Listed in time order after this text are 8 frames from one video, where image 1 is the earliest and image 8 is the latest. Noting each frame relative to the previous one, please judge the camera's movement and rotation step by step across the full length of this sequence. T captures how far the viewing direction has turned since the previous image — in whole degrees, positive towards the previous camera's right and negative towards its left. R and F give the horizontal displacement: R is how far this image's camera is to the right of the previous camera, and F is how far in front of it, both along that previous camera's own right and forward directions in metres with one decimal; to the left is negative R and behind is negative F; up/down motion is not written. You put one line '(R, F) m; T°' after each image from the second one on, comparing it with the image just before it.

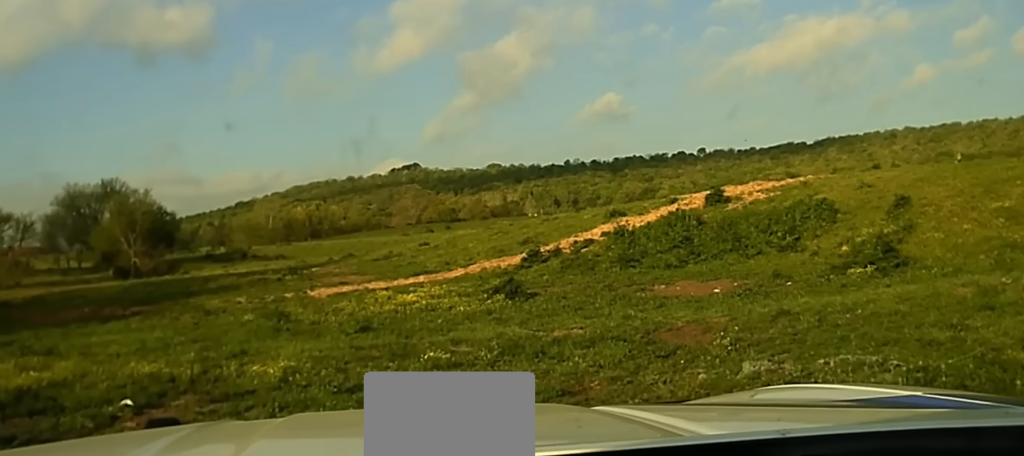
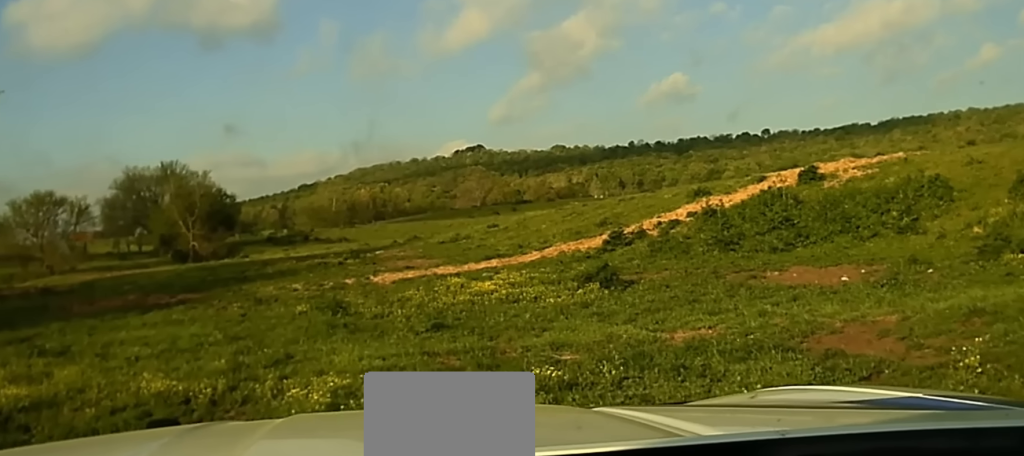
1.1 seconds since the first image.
(0.0, +2.5) m; -5°
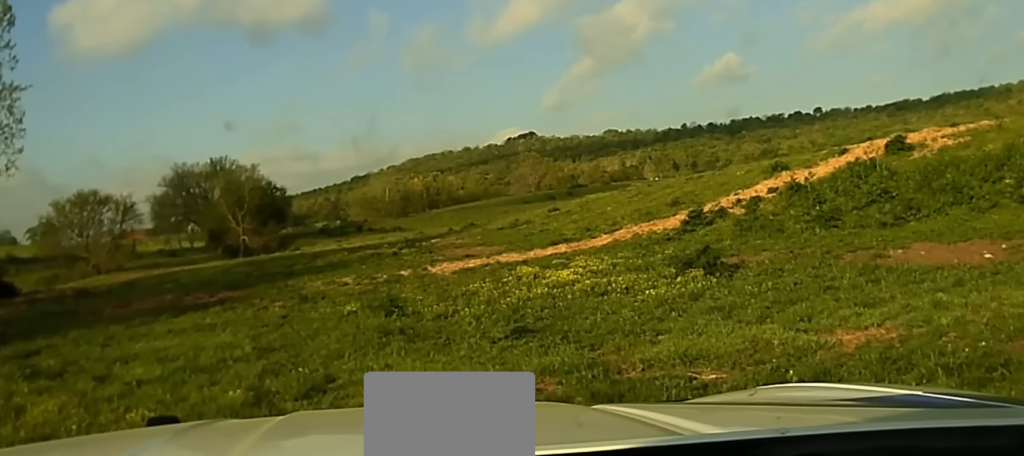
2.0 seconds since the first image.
(-0.1, +2.5) m; -8°
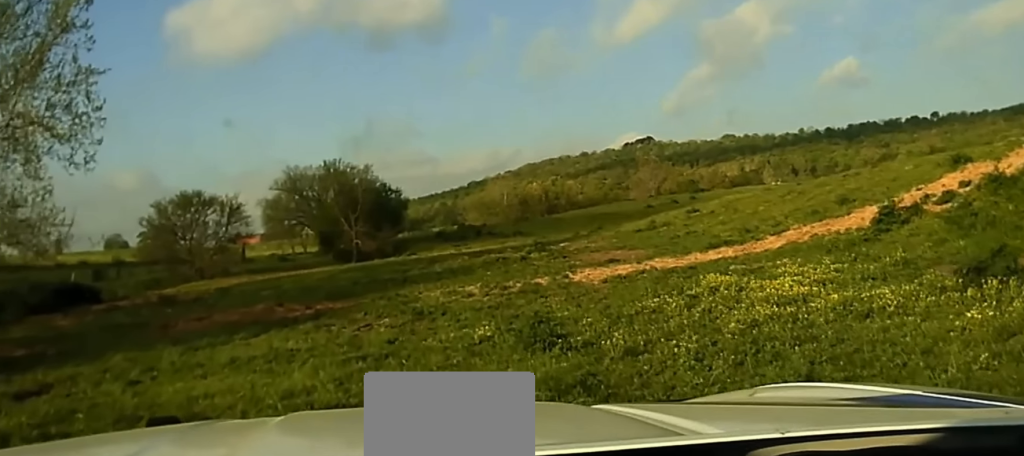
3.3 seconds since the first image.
(-0.4, +4.6) m; -6°
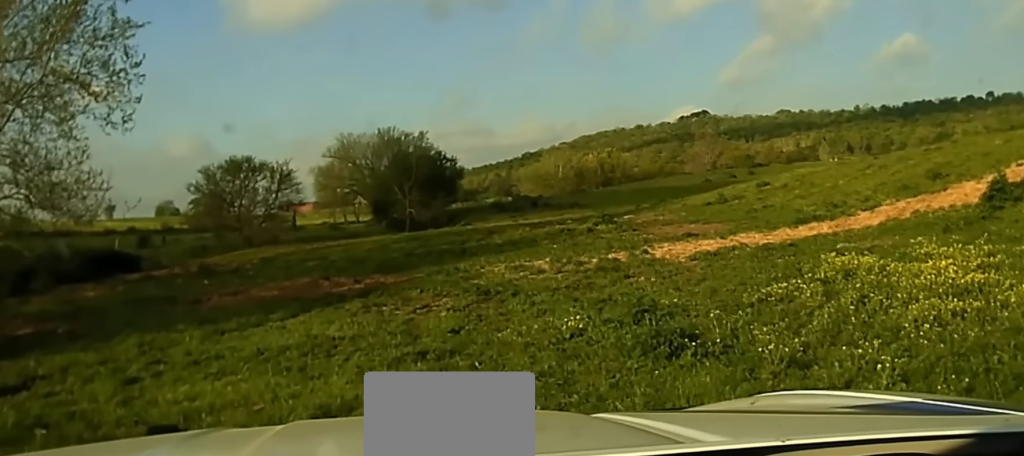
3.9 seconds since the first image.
(0.0, +2.6) m; 0°
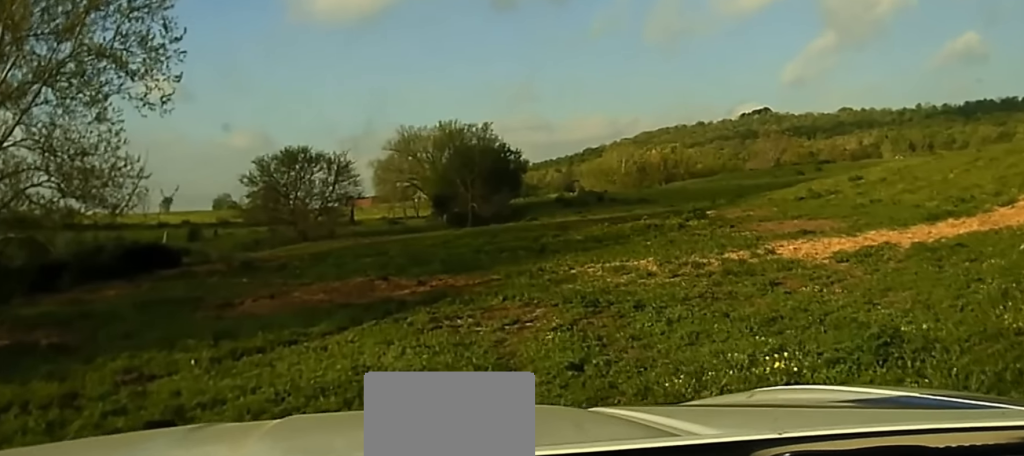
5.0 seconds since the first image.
(0.0, +4.3) m; -1°
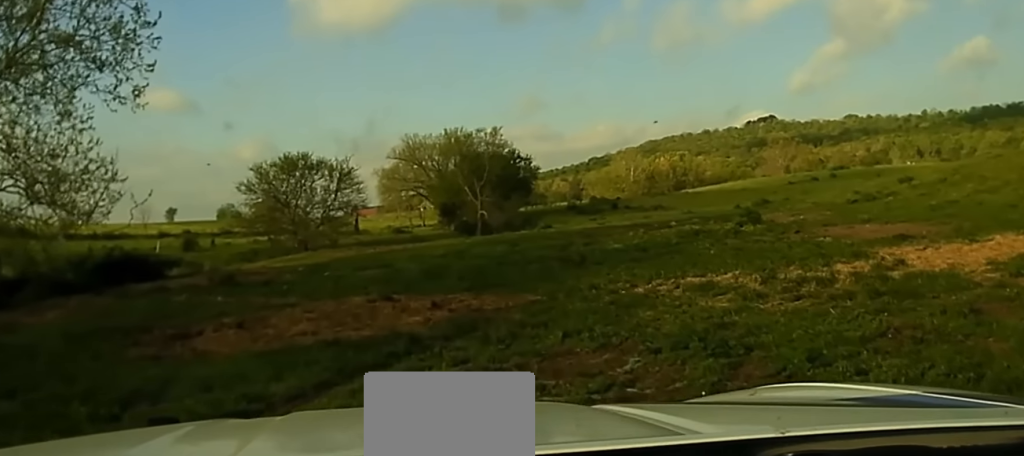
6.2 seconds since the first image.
(-0.1, +4.4) m; -4°
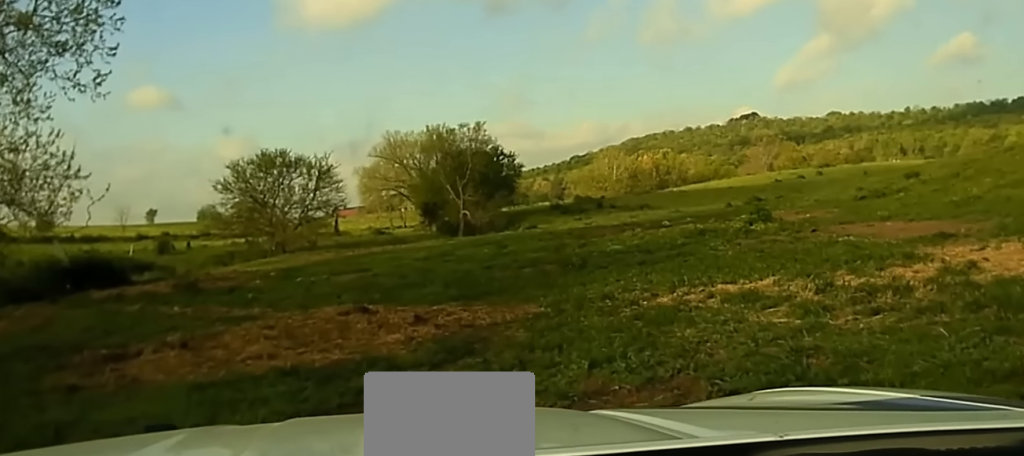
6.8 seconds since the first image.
(-0.1, +2.0) m; +1°
